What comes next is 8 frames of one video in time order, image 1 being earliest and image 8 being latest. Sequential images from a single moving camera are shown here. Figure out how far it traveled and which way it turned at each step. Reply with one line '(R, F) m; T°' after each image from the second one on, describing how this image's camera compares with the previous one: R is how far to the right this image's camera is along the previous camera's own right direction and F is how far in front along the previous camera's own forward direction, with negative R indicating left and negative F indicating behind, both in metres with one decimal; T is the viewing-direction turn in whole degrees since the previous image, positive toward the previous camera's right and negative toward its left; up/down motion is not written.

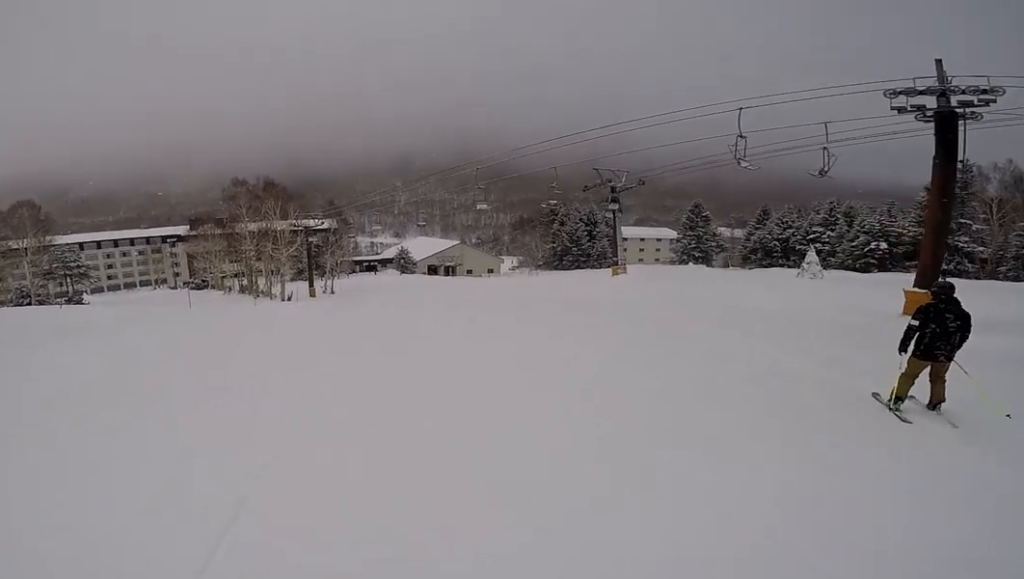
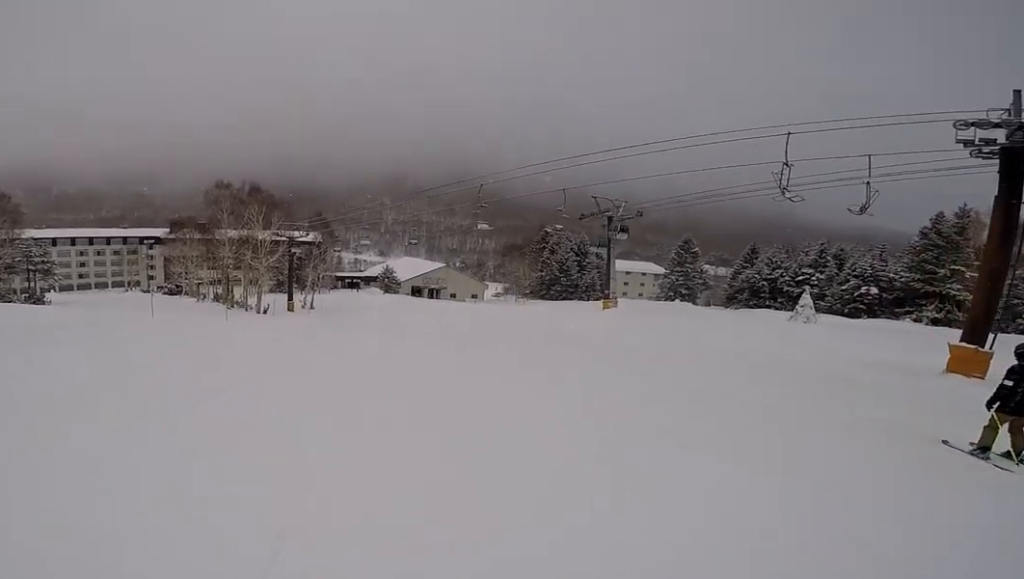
(0.0, +2.9) m; -2°
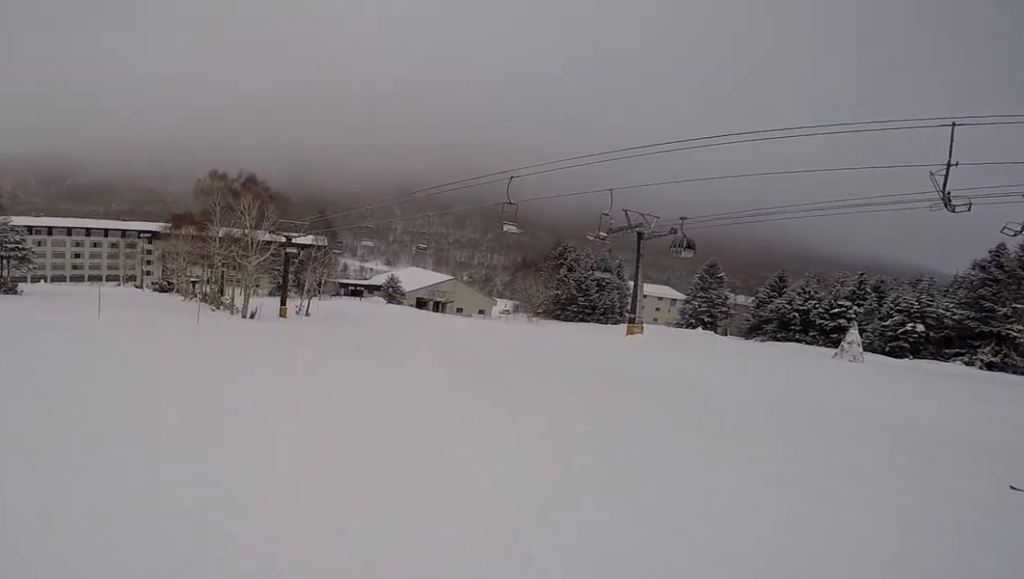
(-0.1, +5.4) m; -3°
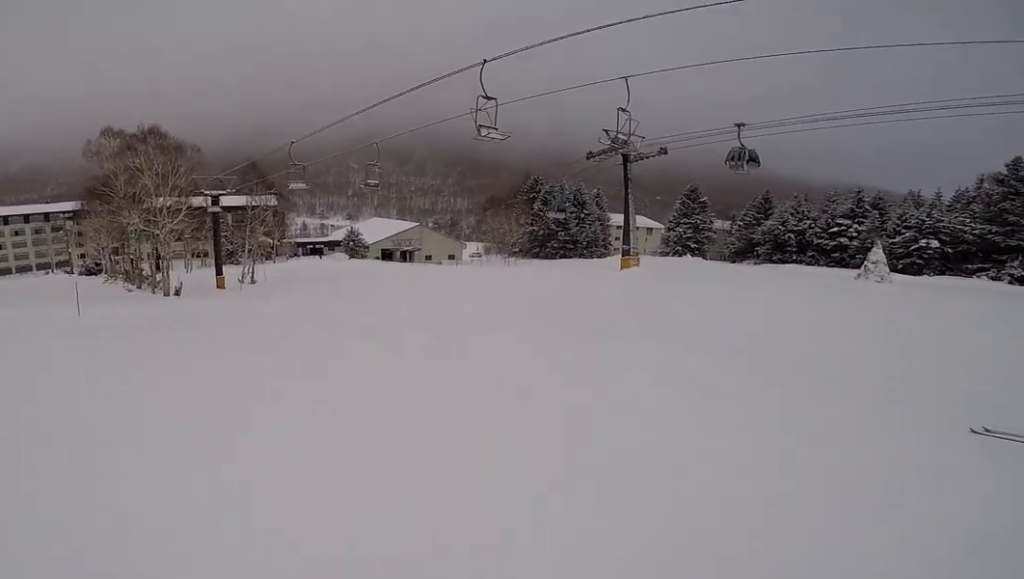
(-0.2, +7.4) m; -2°
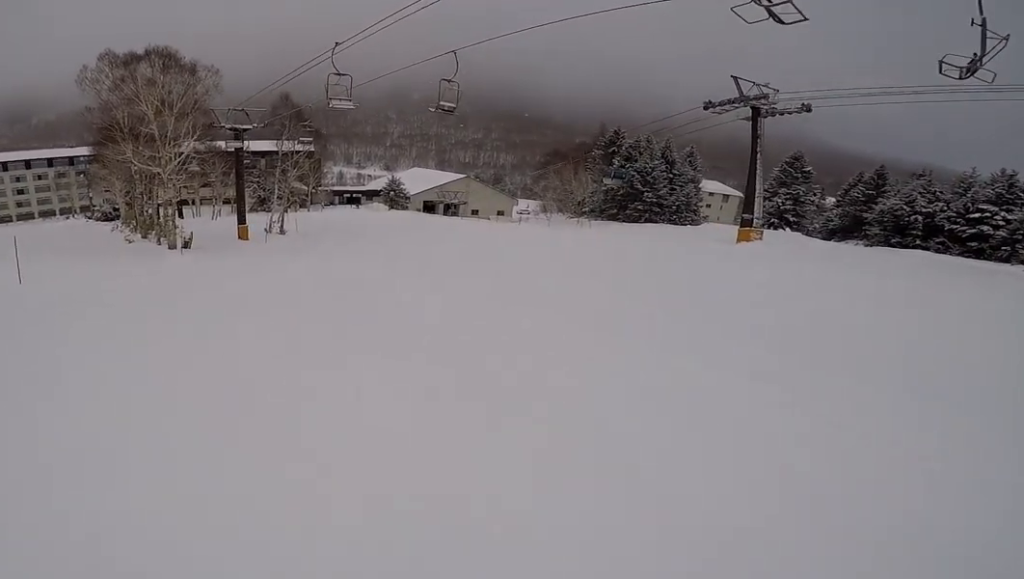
(-0.4, +8.3) m; -1°
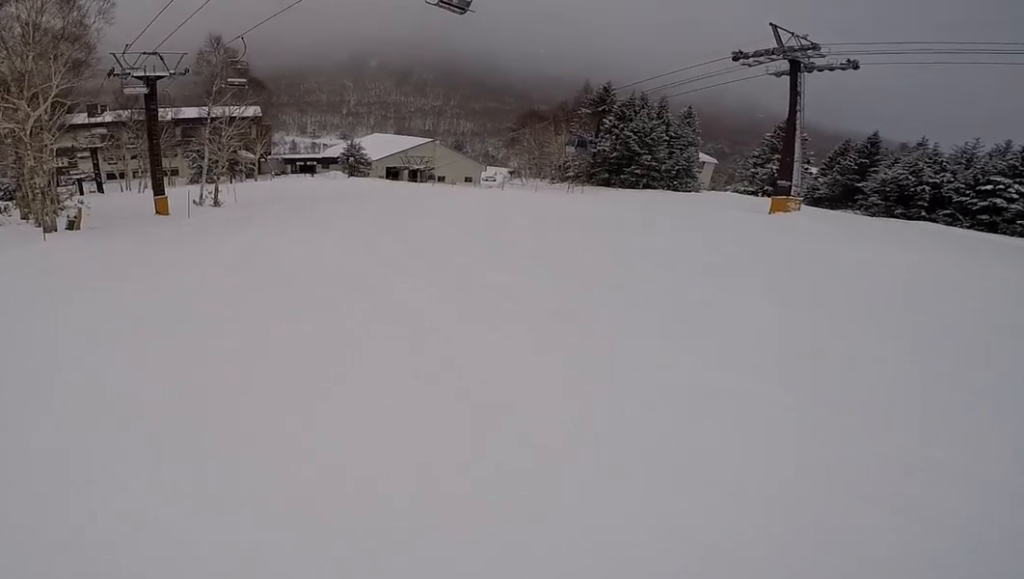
(+0.6, +7.2) m; +6°
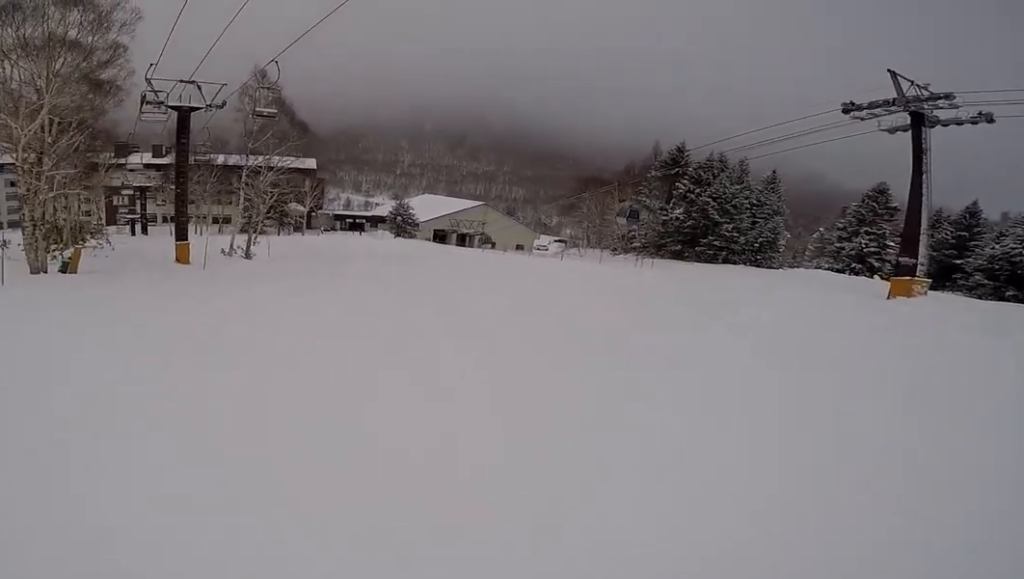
(+0.1, +4.1) m; -2°
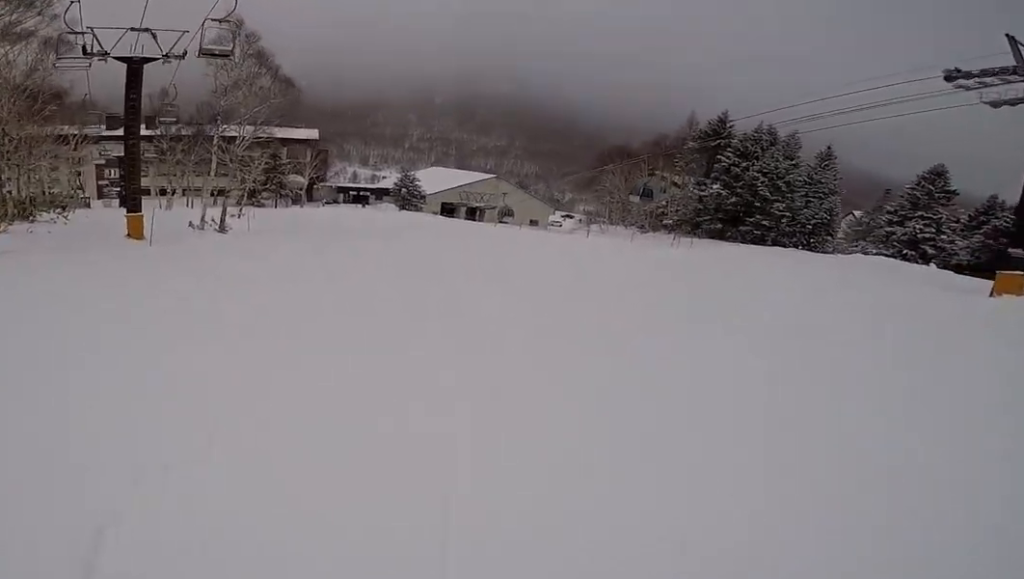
(+0.2, +4.3) m; -5°
